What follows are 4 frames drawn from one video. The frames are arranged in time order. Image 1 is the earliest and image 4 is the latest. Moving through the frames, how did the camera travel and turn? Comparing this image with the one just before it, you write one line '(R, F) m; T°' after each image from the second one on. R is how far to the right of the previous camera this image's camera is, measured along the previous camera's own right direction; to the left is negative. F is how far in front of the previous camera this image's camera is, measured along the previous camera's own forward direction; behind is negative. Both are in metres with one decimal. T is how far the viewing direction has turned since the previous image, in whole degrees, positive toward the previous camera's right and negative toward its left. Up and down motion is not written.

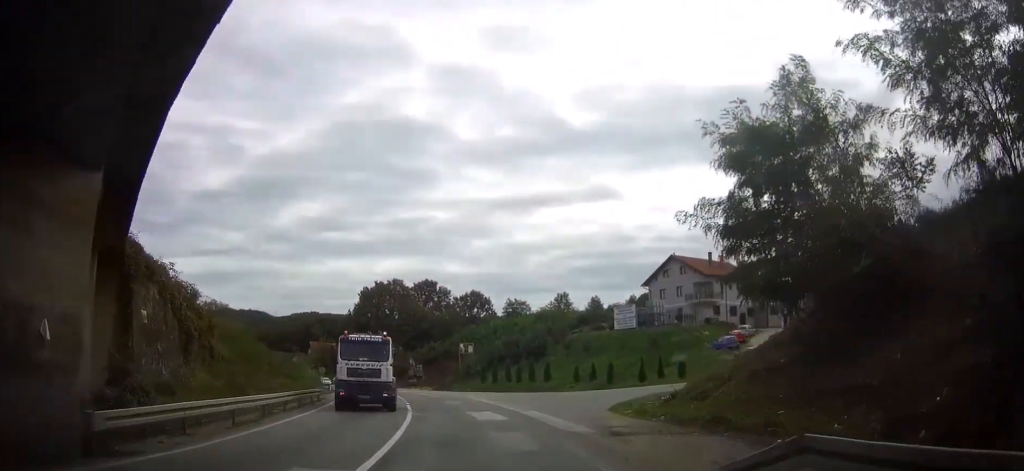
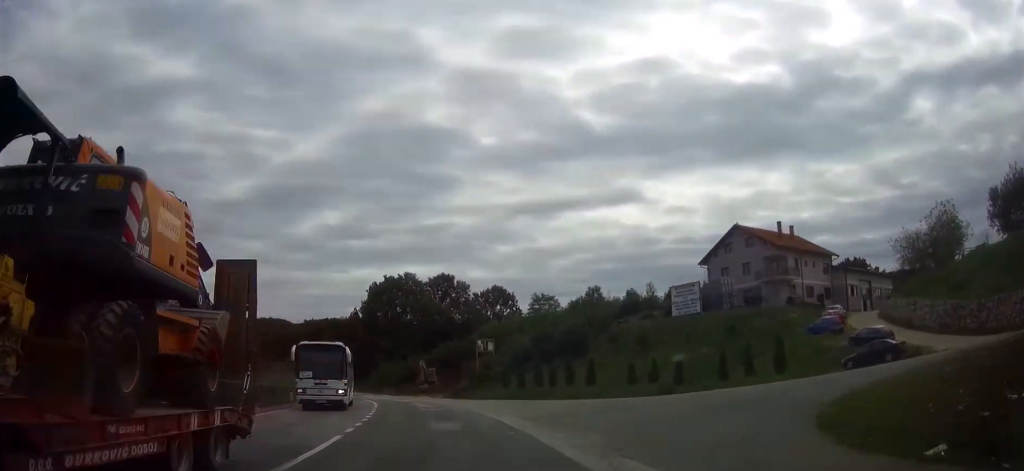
(-0.3, +18.7) m; -2°
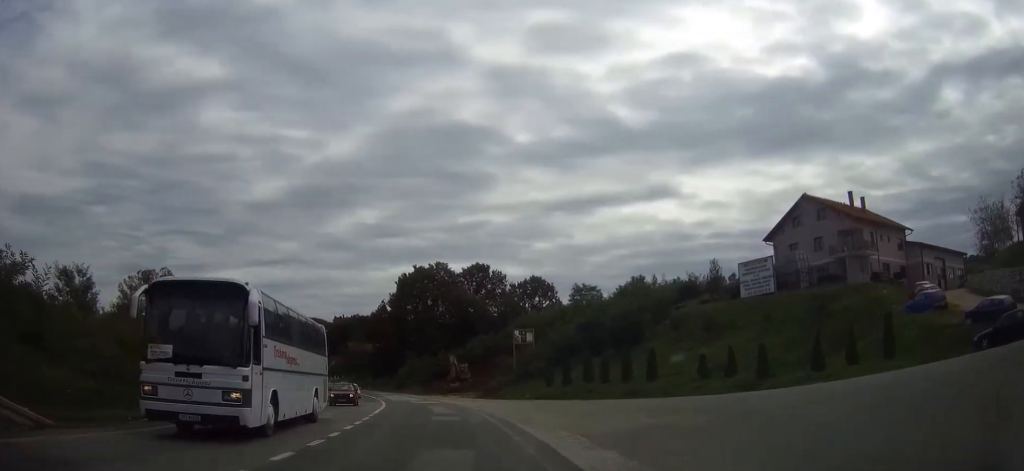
(-0.1, +10.6) m; -1°
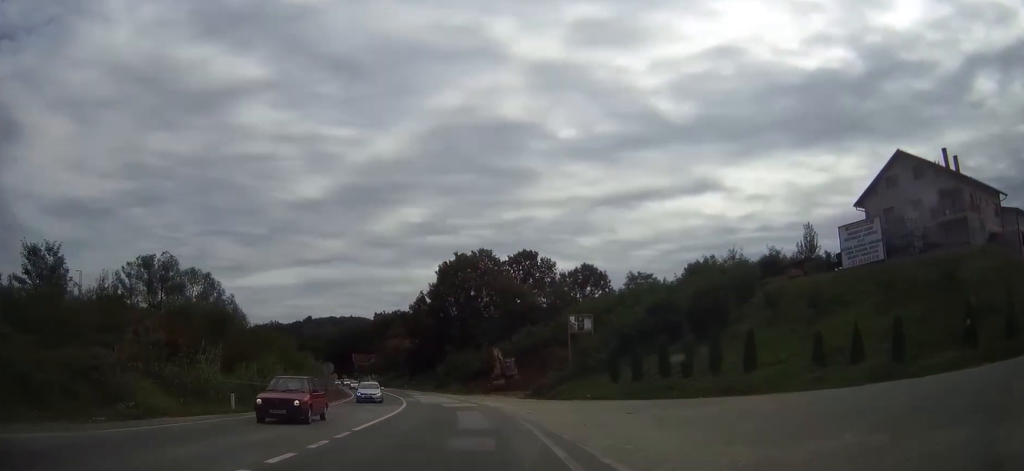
(0.0, +11.9) m; -2°
